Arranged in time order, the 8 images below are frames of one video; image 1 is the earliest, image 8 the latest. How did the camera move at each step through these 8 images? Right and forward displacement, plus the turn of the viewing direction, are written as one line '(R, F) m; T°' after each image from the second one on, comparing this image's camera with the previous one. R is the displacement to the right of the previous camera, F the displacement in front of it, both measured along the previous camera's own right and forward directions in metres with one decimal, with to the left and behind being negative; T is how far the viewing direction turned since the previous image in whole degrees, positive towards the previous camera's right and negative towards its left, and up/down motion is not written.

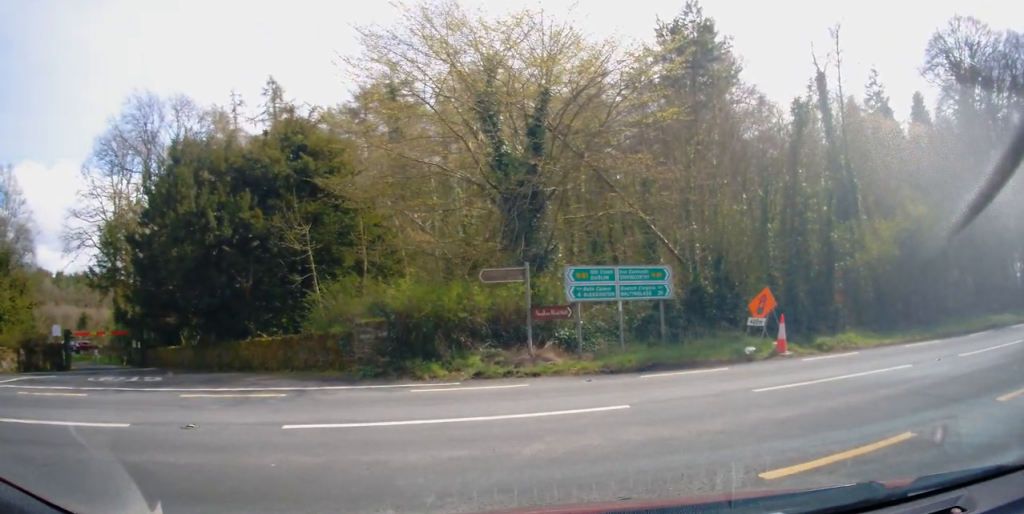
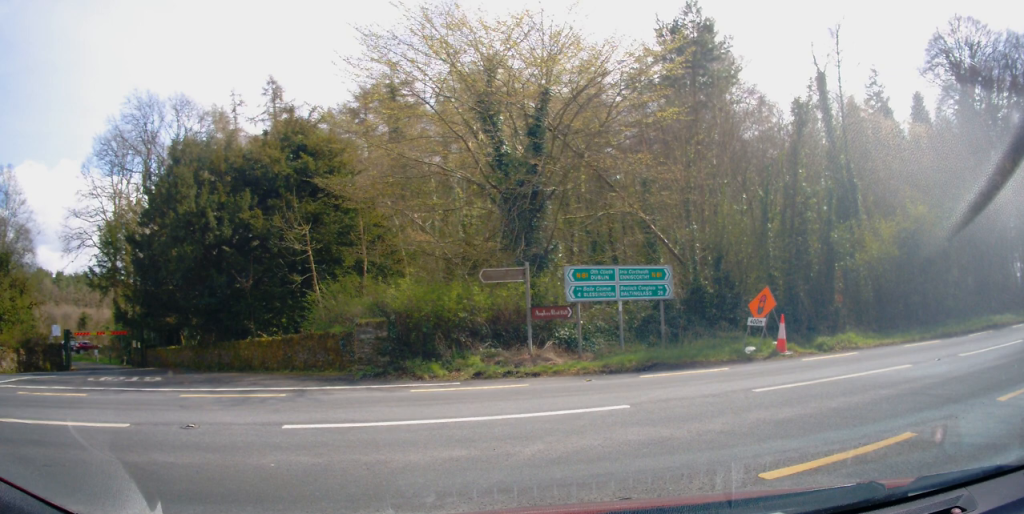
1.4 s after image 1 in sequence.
(0.0, +0.1) m; 0°
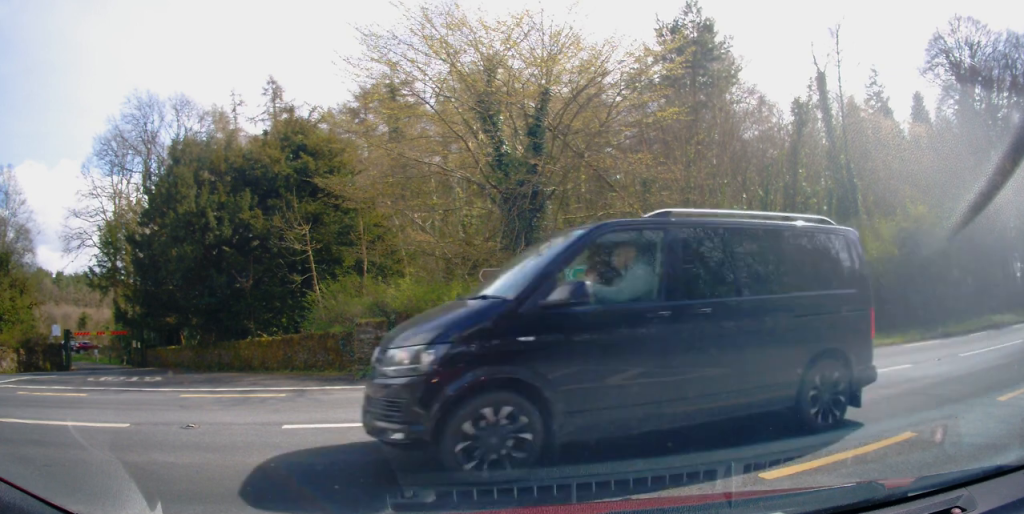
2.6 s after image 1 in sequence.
(0.0, 0.0) m; 0°
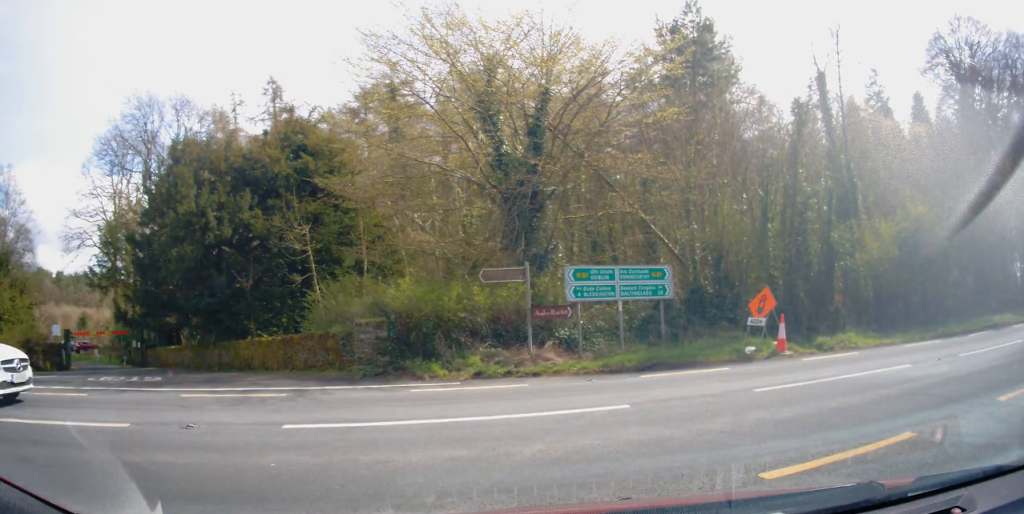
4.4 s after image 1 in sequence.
(0.0, 0.0) m; 0°
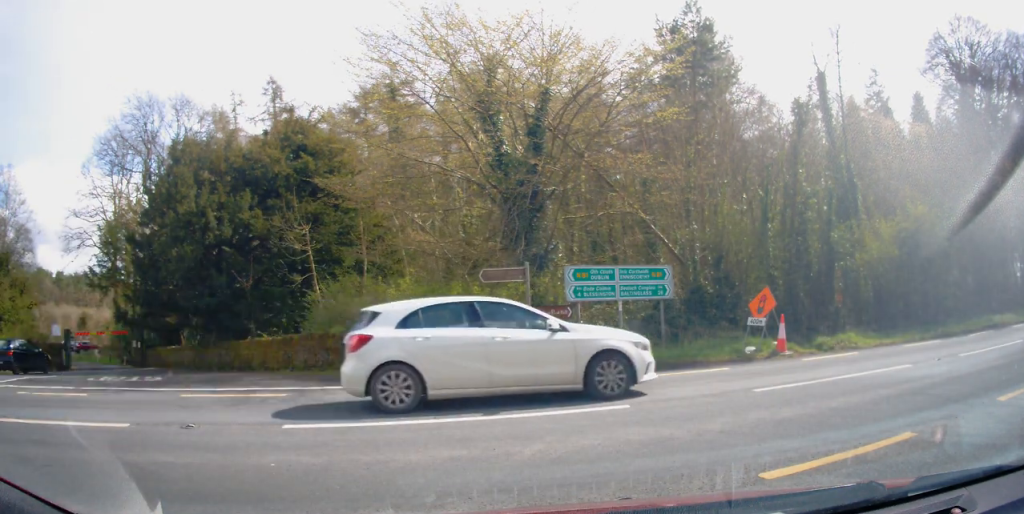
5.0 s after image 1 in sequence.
(0.0, 0.0) m; 0°
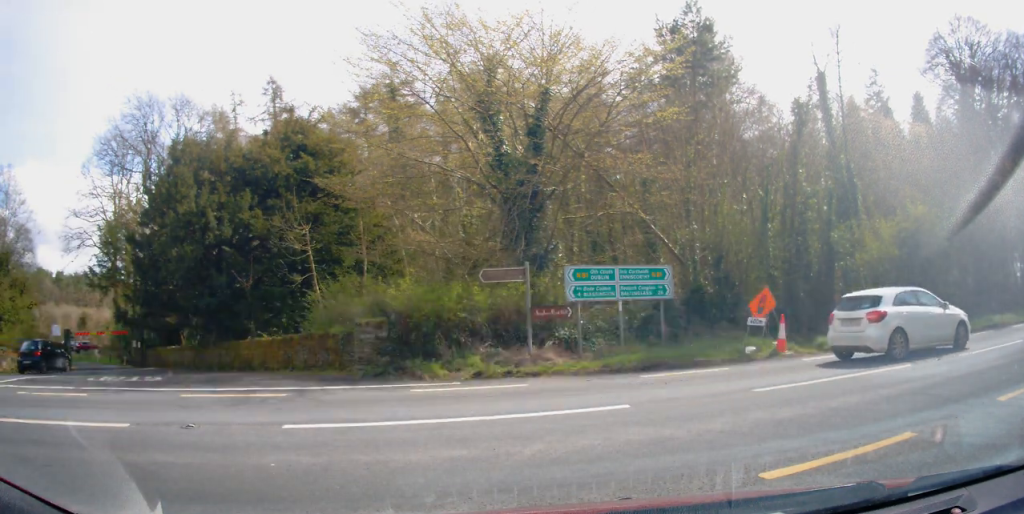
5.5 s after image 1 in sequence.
(0.0, 0.0) m; 0°
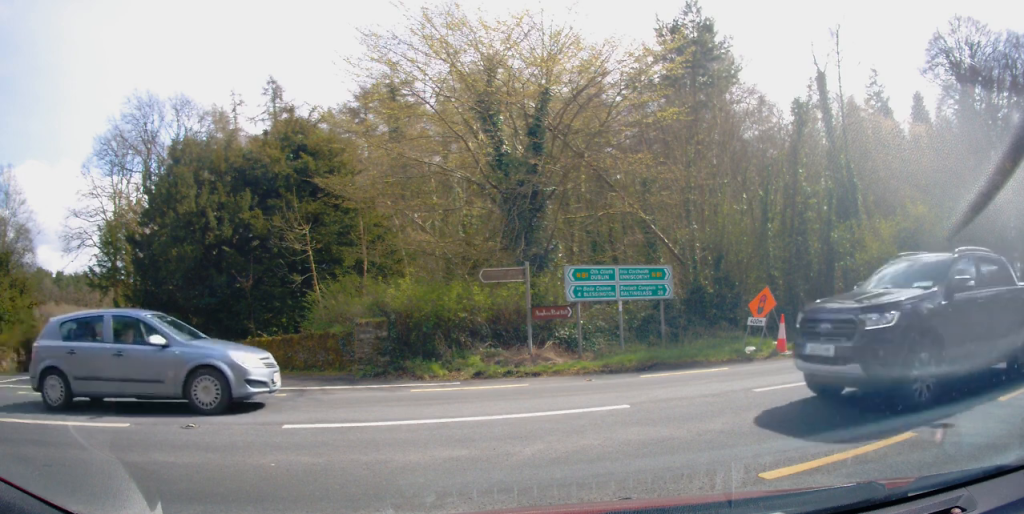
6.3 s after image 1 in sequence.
(0.0, 0.0) m; 0°
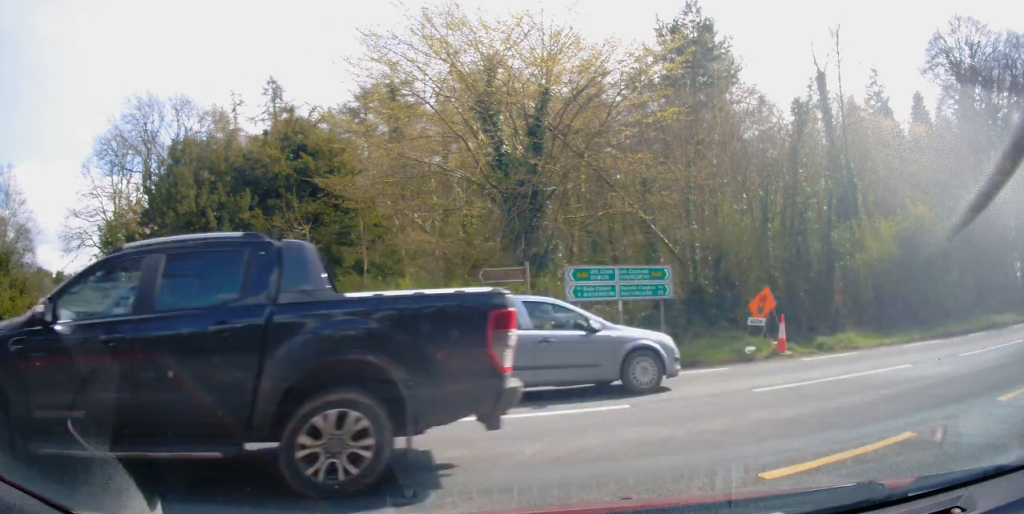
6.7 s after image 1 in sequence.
(0.0, 0.0) m; 0°
